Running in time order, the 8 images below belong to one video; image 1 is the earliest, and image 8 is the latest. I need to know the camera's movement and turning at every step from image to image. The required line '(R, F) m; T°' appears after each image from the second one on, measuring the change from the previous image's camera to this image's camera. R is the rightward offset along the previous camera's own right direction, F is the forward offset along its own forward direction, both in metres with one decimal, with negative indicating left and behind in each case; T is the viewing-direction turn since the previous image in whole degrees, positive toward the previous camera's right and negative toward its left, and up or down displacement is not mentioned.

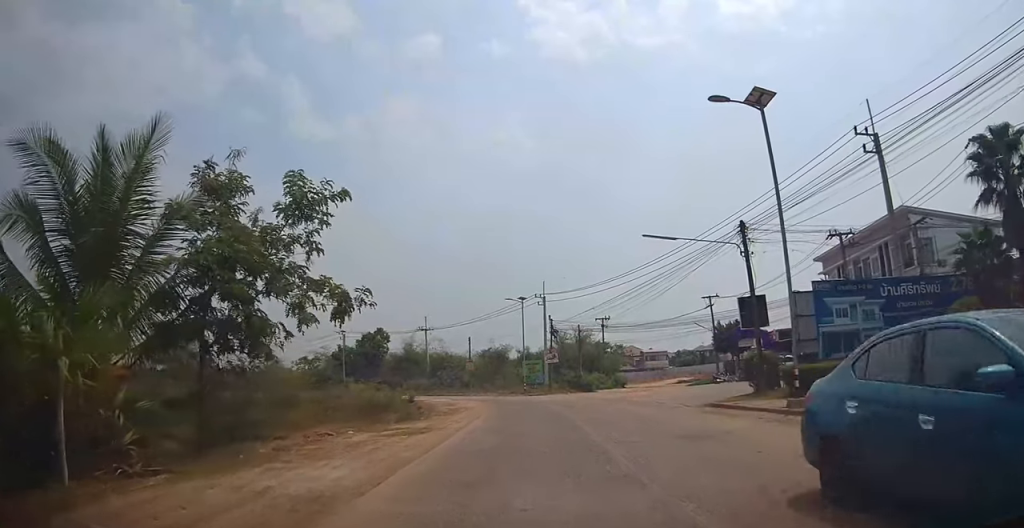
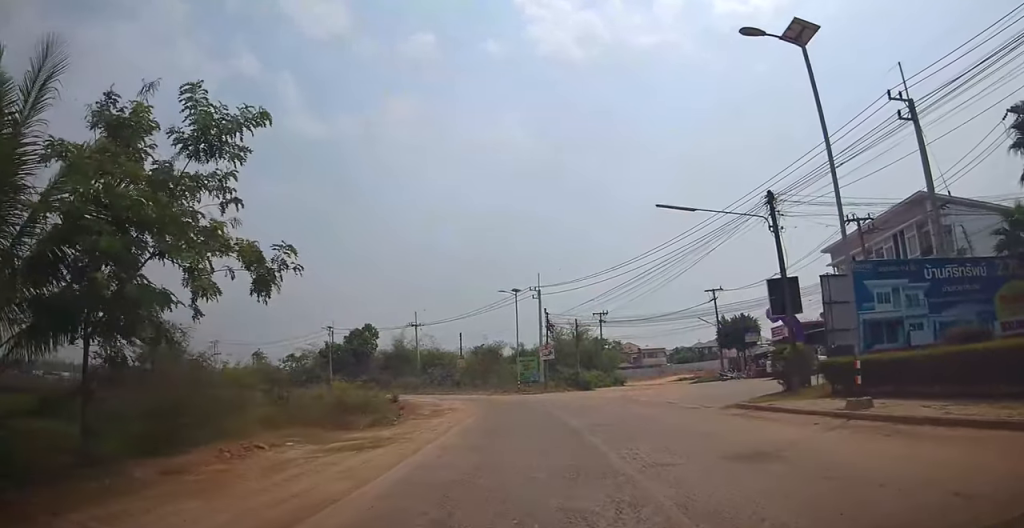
(-0.1, +3.2) m; +2°
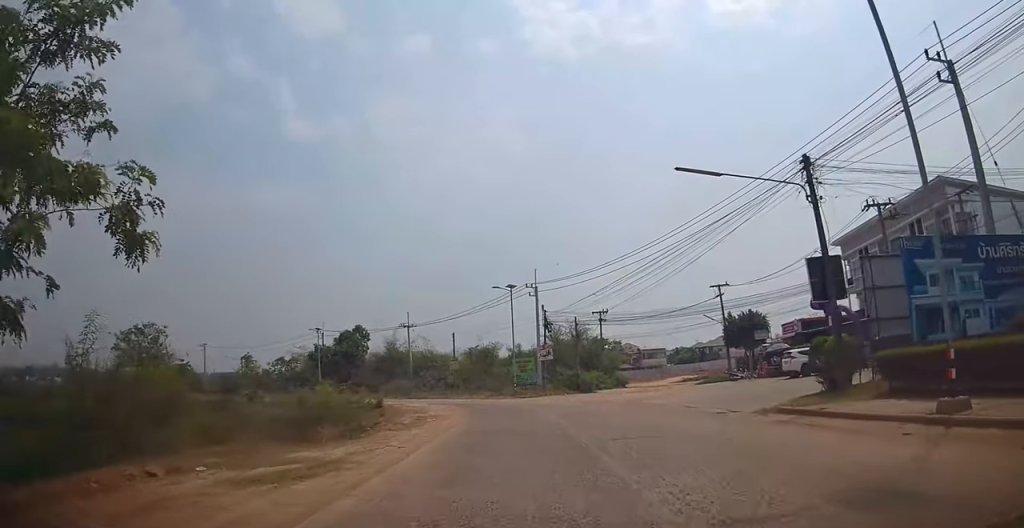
(0.0, +3.0) m; +1°
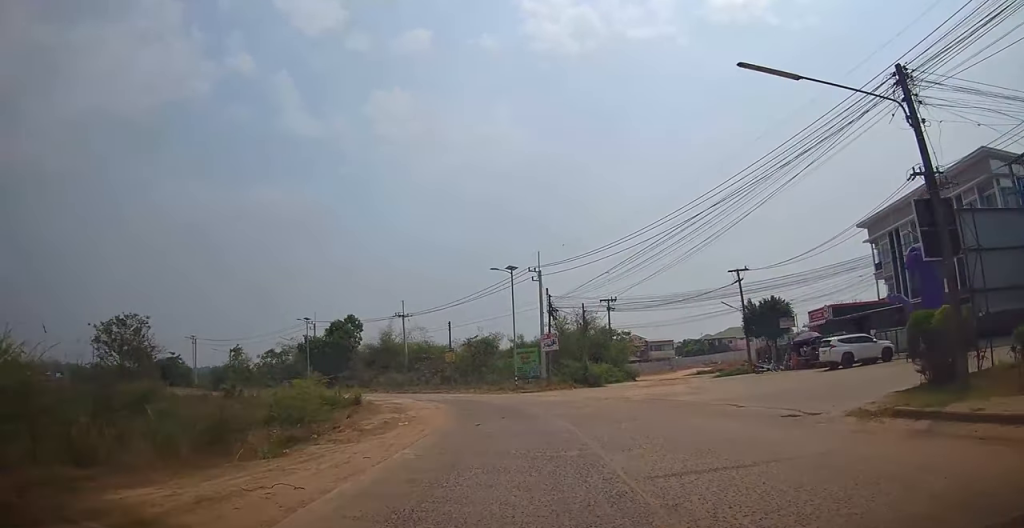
(+0.3, +4.7) m; 0°
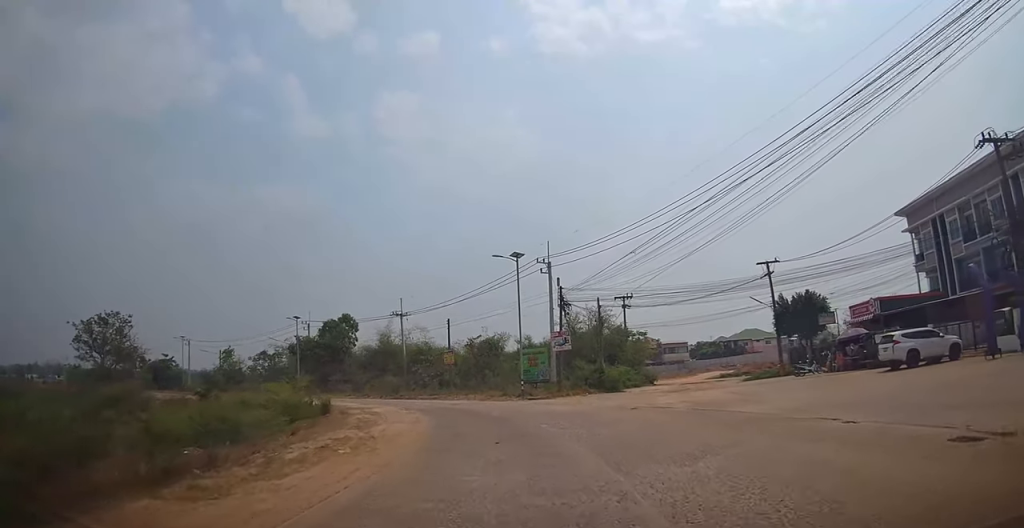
(-0.4, +5.3) m; -3°
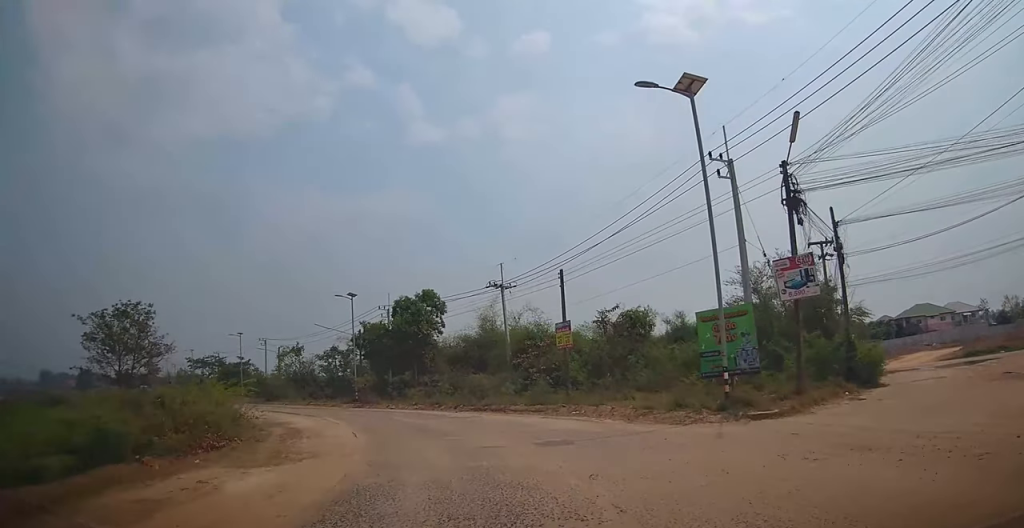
(-0.7, +20.4) m; -6°
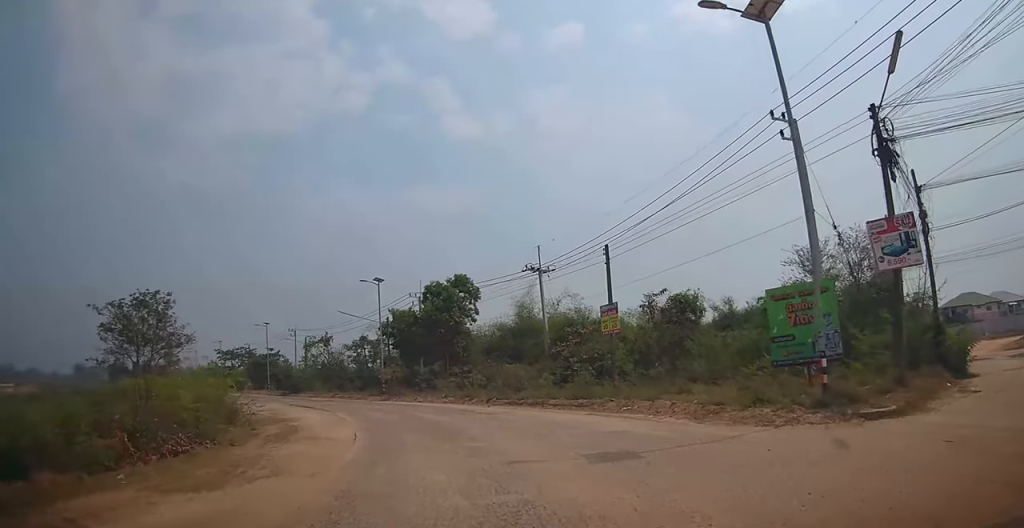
(-0.1, +3.2) m; -5°
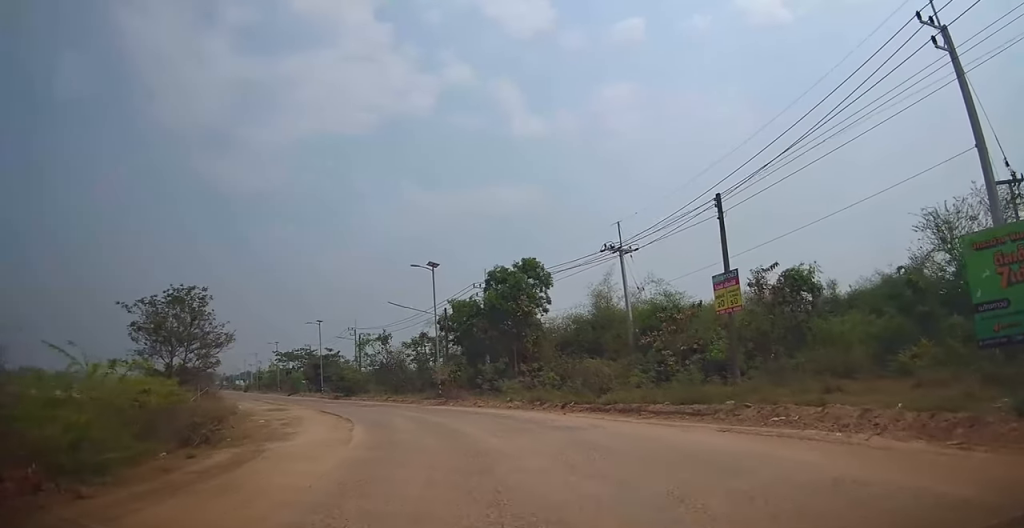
(-0.6, +6.0) m; -10°
